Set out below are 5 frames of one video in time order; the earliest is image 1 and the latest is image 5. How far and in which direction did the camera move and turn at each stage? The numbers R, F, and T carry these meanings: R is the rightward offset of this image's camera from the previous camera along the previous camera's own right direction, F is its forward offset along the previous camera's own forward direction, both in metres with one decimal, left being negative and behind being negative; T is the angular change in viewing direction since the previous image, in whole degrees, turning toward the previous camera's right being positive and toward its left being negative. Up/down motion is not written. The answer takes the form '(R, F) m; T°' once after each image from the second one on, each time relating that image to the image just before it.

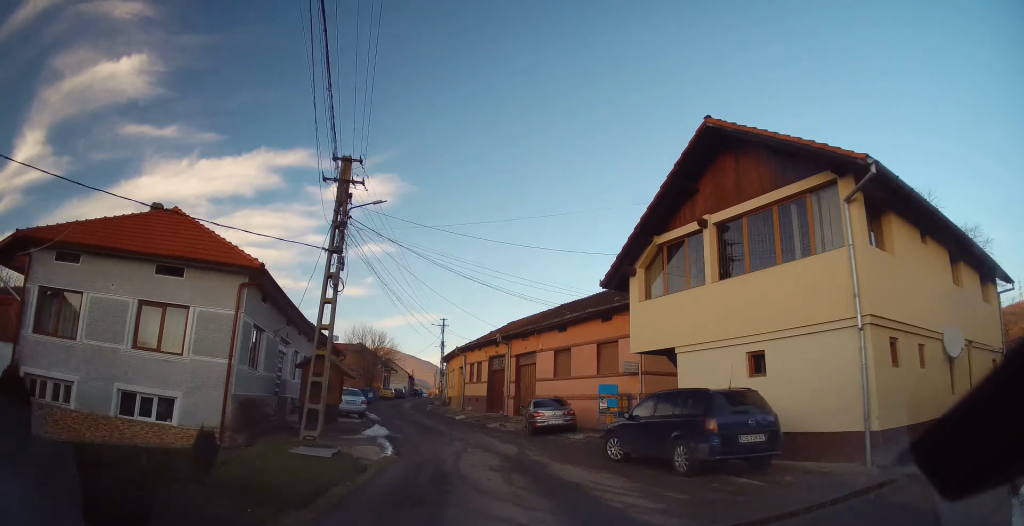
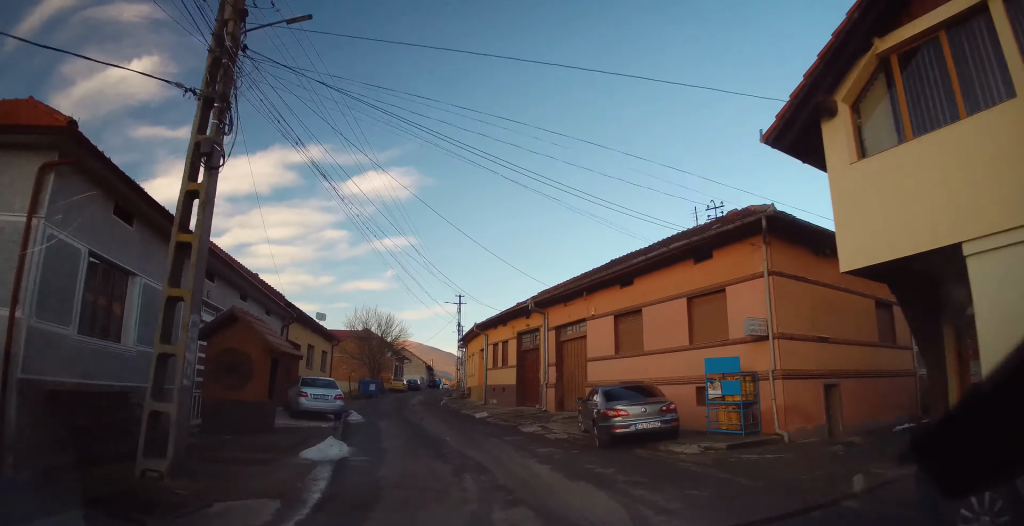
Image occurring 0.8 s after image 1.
(-0.3, +8.7) m; -3°
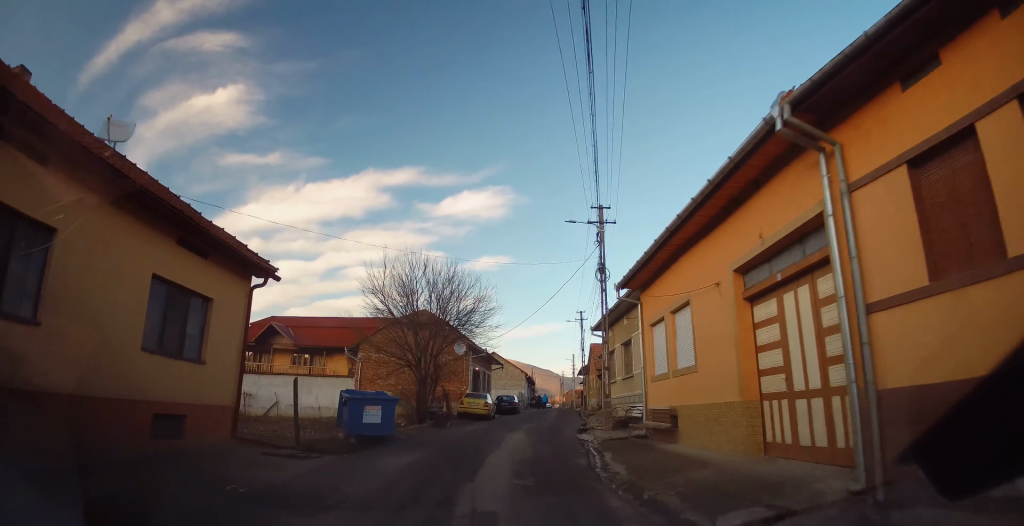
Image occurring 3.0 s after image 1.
(-1.6, +25.9) m; -3°
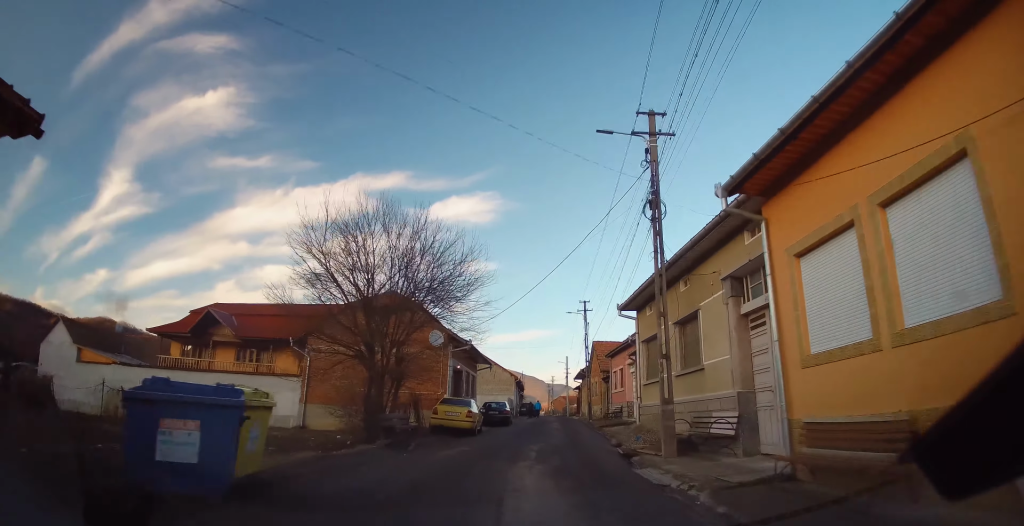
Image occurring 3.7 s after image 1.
(+0.2, +8.0) m; +2°
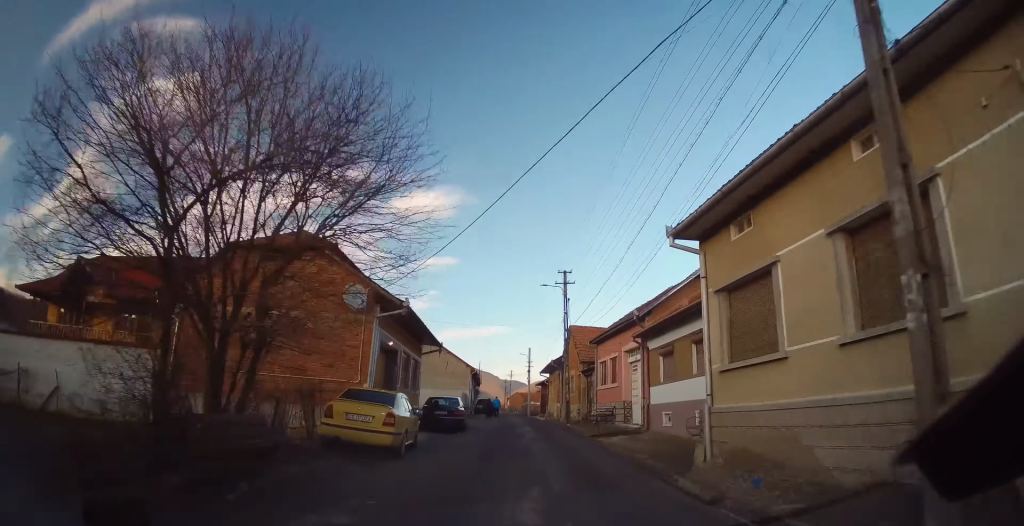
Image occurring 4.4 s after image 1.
(+0.4, +8.9) m; +2°
